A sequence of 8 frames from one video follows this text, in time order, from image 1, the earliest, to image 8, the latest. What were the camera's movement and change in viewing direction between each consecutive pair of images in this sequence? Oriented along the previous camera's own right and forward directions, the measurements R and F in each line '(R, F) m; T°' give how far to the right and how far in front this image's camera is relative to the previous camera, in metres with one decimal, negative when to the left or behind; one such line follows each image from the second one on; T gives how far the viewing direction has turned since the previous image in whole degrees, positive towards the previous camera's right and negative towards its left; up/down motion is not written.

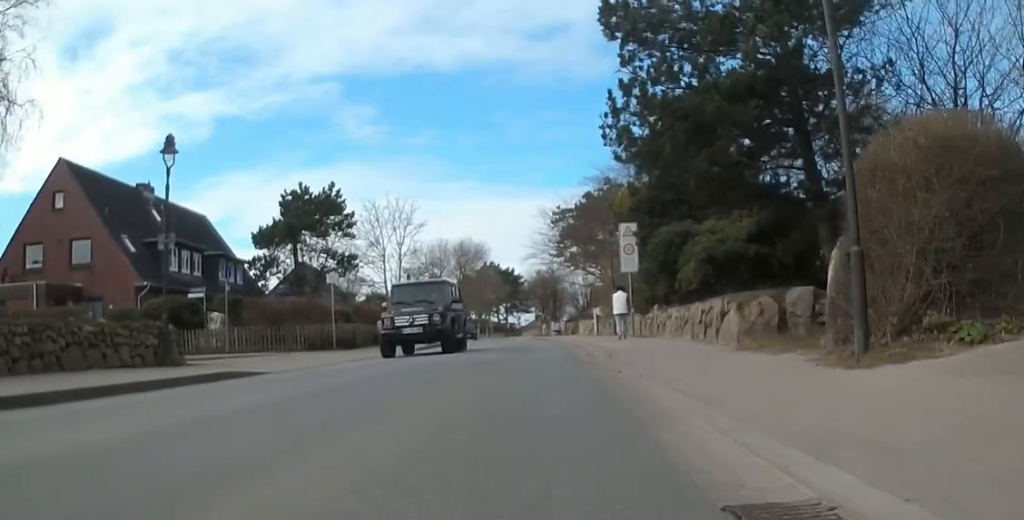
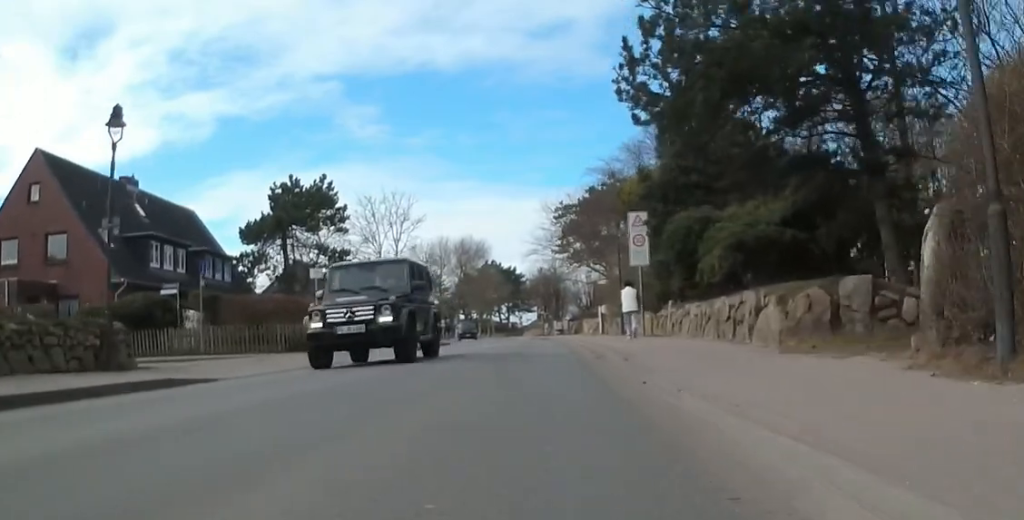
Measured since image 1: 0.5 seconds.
(0.0, +2.1) m; +4°
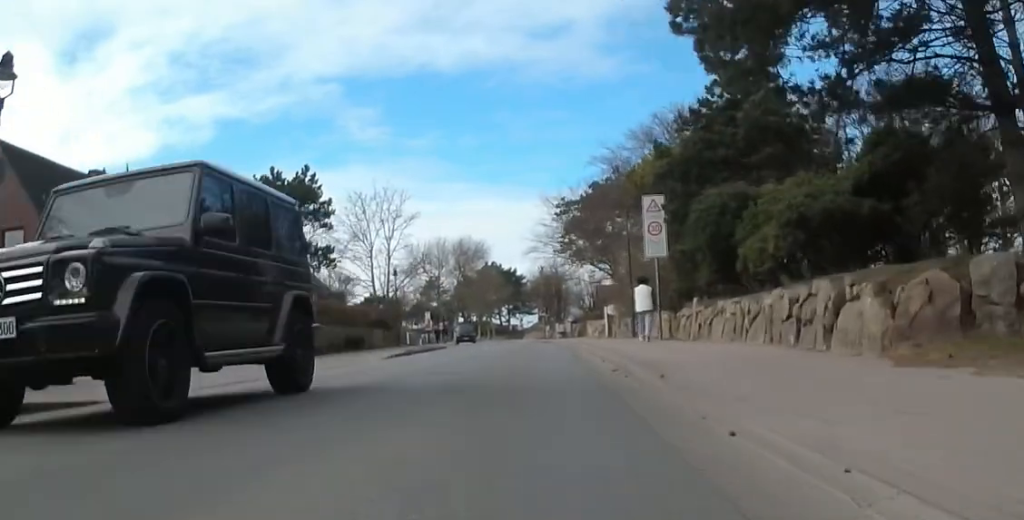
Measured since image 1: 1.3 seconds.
(+0.8, +3.2) m; 0°
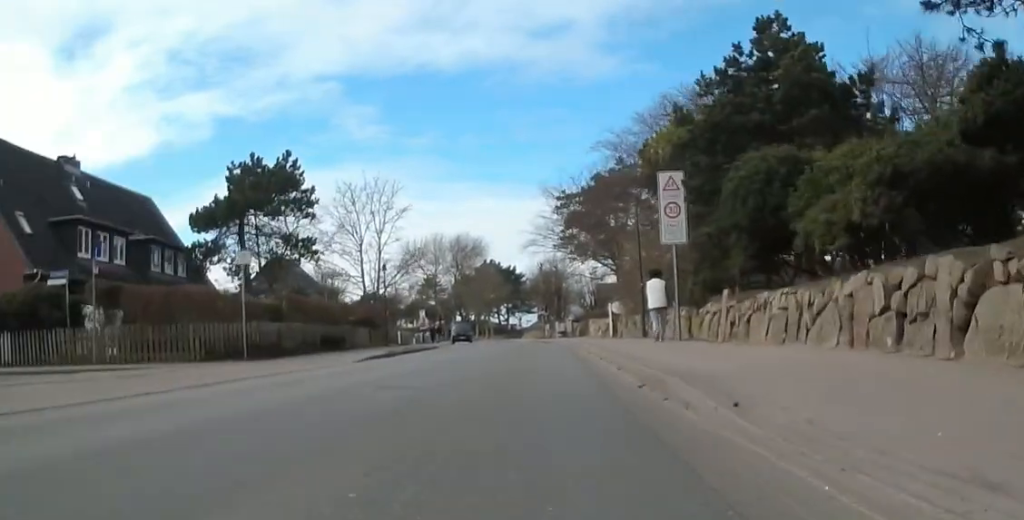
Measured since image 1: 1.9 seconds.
(-0.1, +2.9) m; -4°
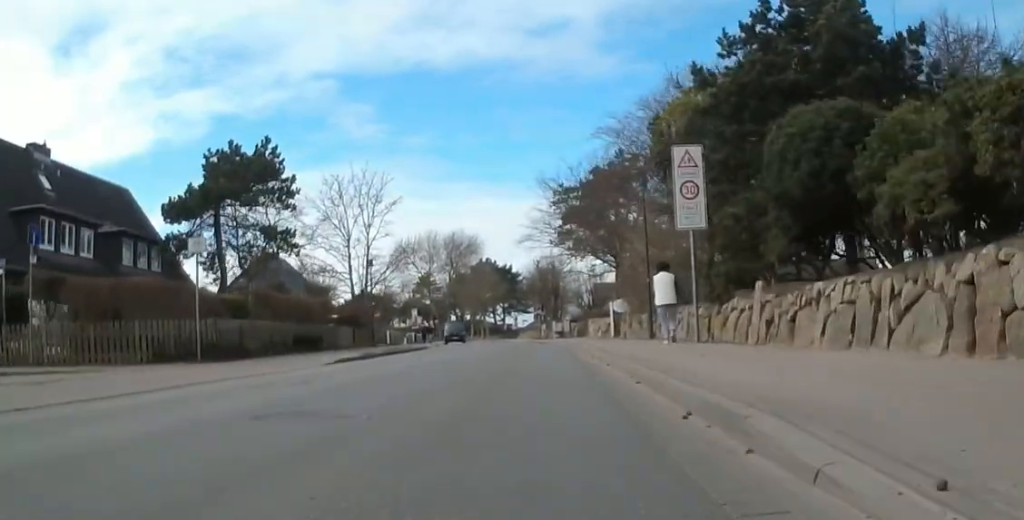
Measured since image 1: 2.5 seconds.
(-0.4, +2.4) m; -7°
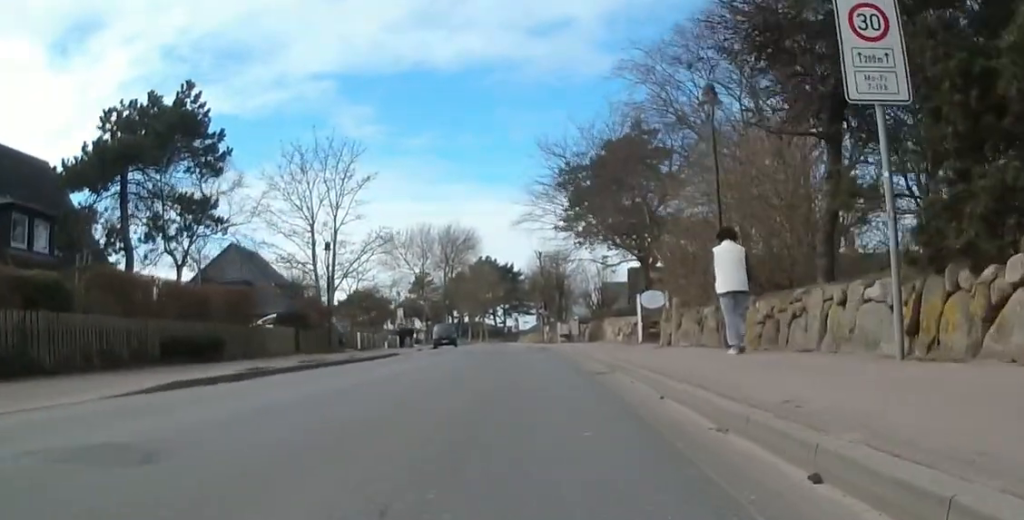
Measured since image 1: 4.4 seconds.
(-0.5, +7.9) m; +2°
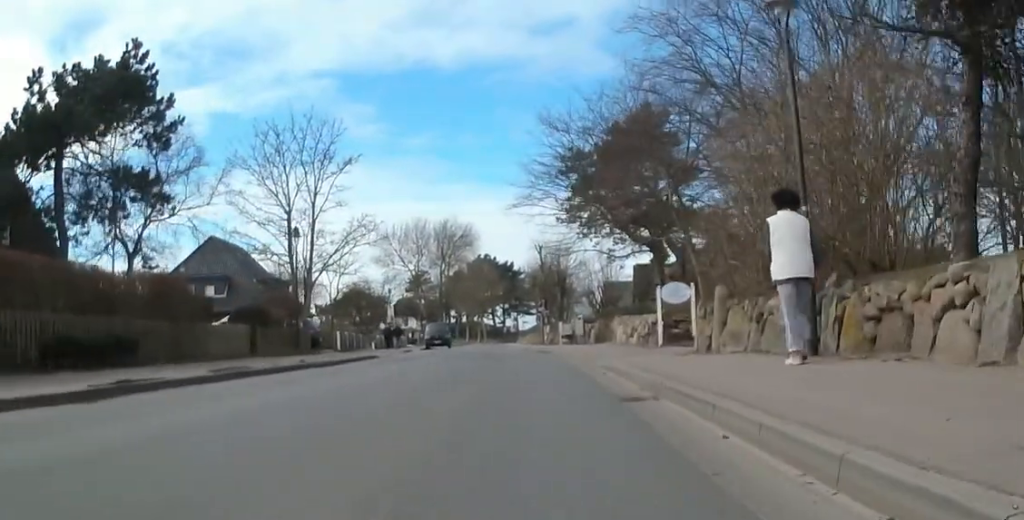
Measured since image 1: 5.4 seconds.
(0.0, +3.6) m; +11°
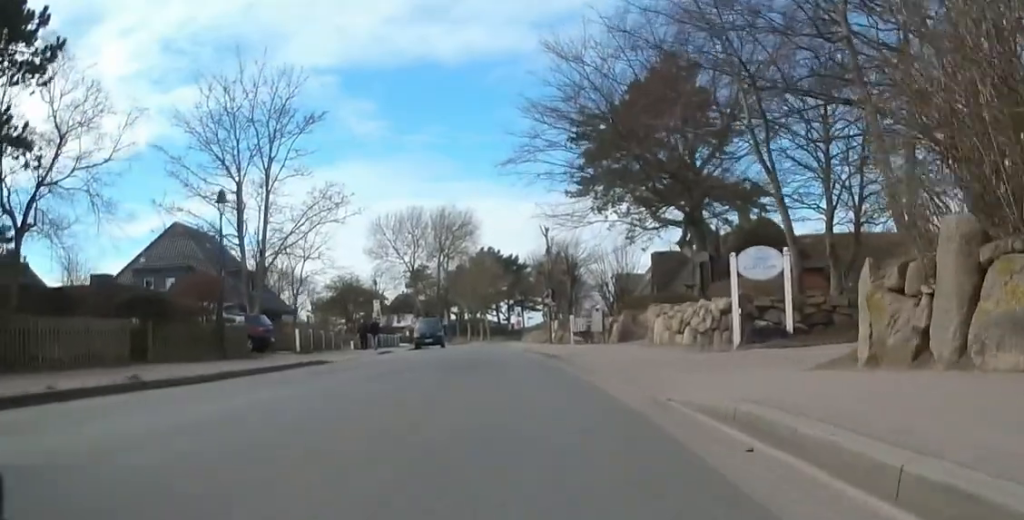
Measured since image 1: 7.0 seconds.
(+0.5, +6.4) m; -6°
